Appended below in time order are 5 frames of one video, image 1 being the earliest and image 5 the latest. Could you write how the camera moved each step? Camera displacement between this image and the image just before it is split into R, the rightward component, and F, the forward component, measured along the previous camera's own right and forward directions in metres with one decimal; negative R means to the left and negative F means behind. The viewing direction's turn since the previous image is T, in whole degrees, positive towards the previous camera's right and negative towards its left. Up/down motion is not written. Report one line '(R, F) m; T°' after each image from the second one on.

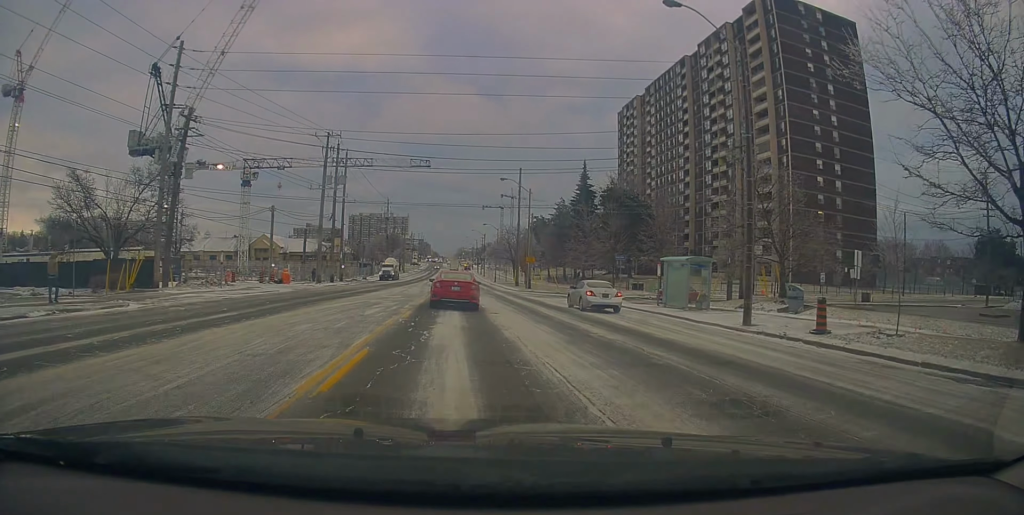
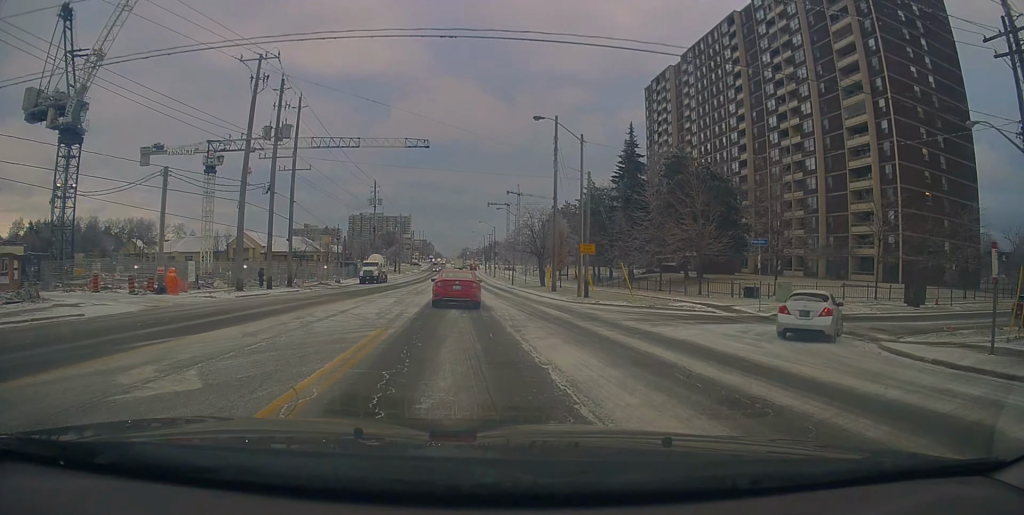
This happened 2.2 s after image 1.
(-1.2, +23.6) m; -3°
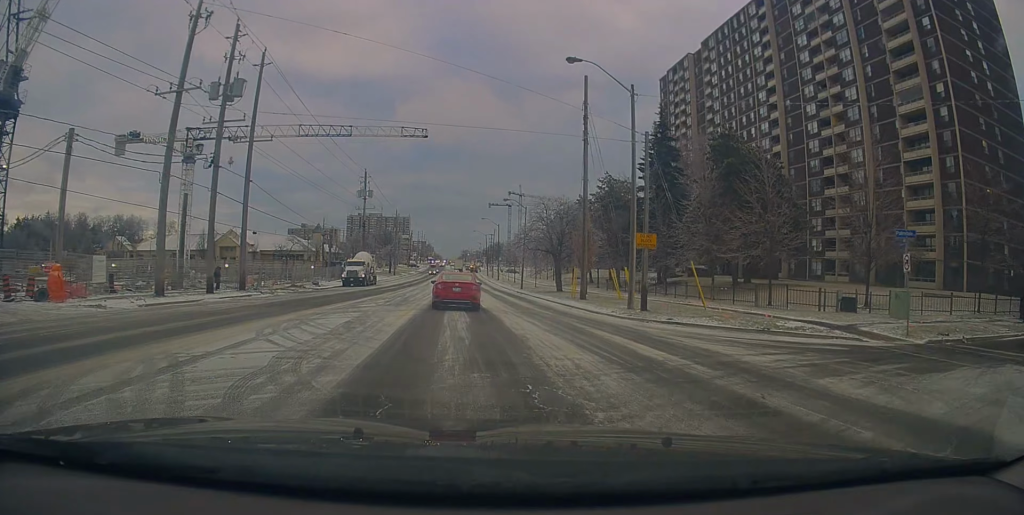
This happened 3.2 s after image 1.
(+0.3, +10.3) m; 0°
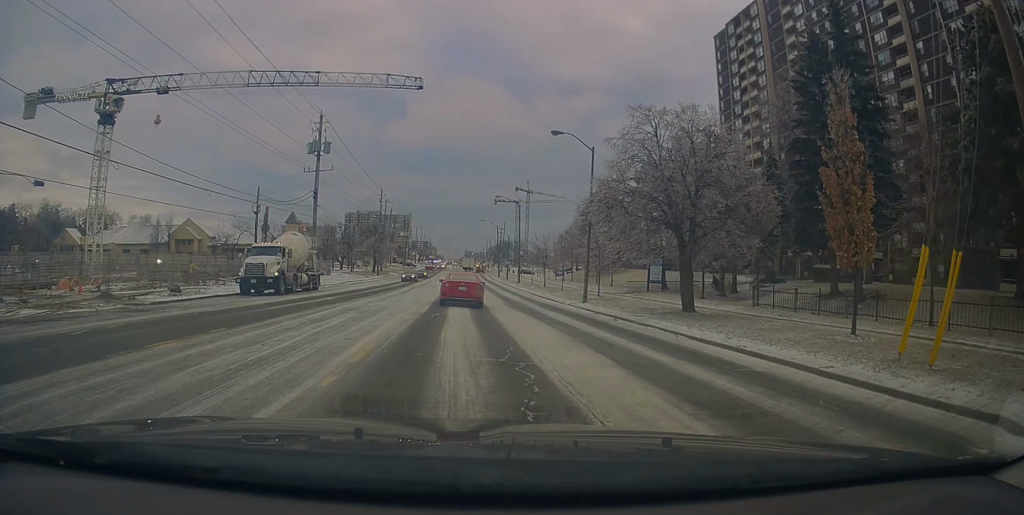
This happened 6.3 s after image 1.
(+0.2, +30.3) m; 0°
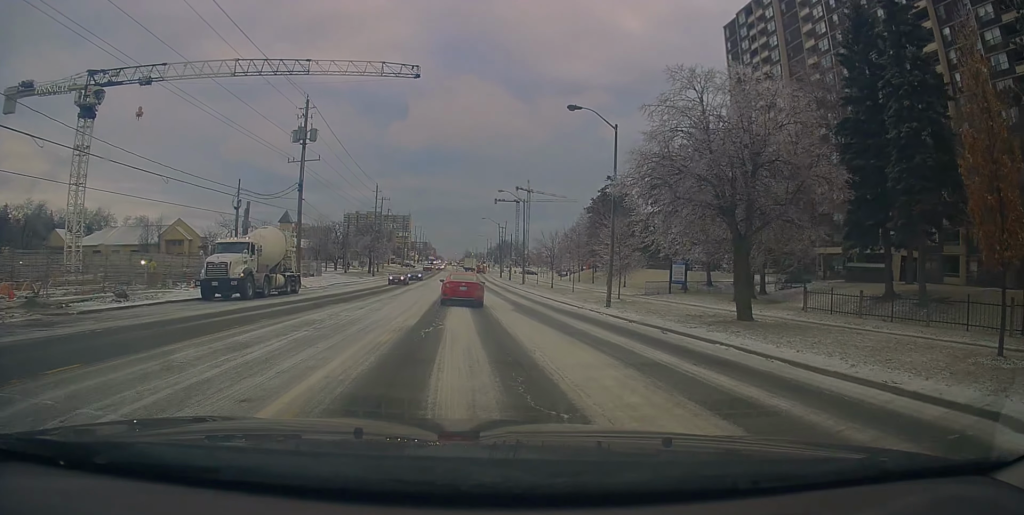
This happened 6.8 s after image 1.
(-0.1, +4.8) m; -2°
